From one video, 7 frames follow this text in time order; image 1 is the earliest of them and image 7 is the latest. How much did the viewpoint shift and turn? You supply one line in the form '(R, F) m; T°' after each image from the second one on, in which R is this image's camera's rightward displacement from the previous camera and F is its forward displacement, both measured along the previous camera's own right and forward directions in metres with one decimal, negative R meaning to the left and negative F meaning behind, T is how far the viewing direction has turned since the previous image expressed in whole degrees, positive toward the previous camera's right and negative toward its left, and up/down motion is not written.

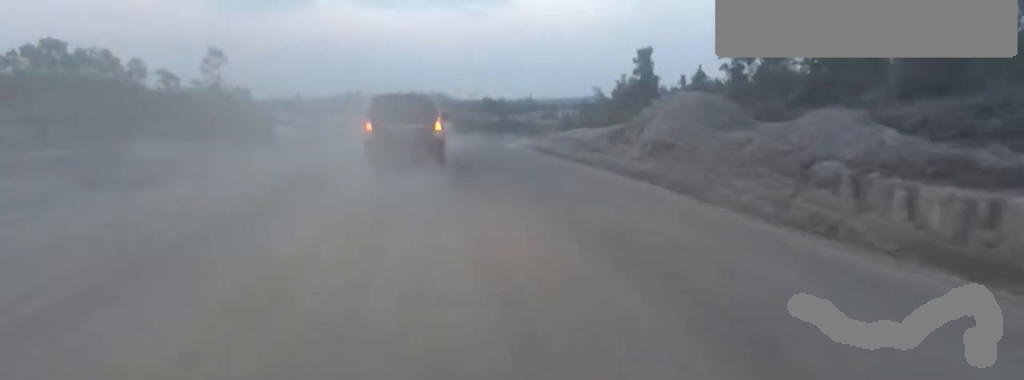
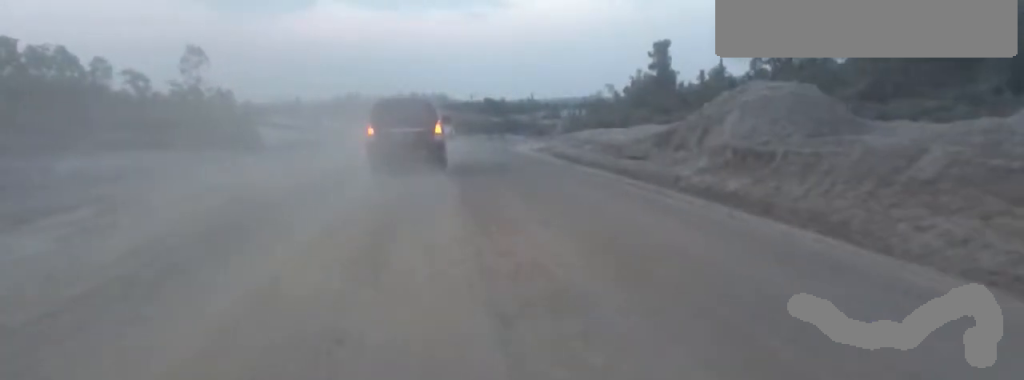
(0.0, +5.6) m; 0°
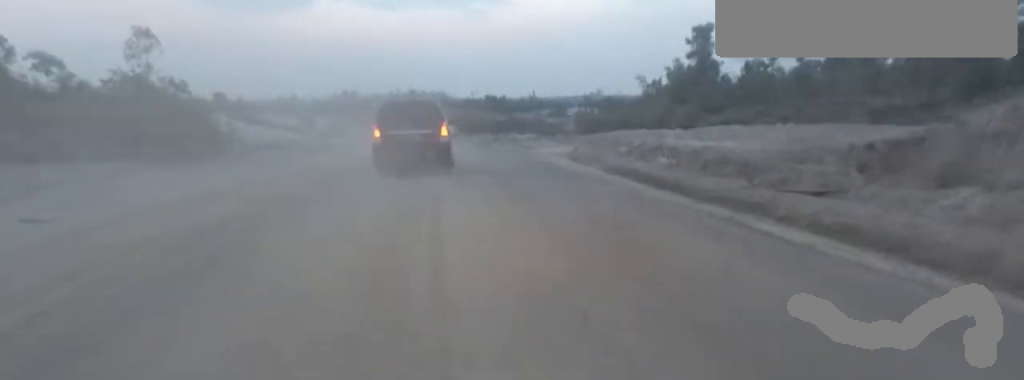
(0.0, +10.0) m; 0°
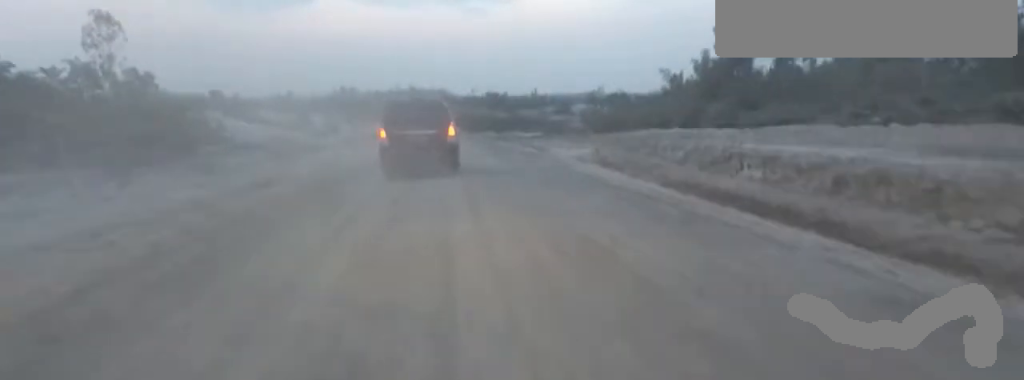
(0.0, +5.3) m; 0°
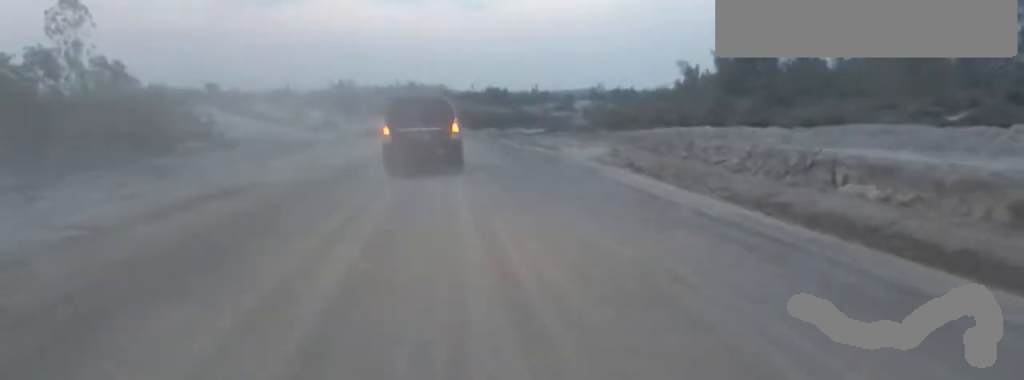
(0.0, +3.8) m; 0°
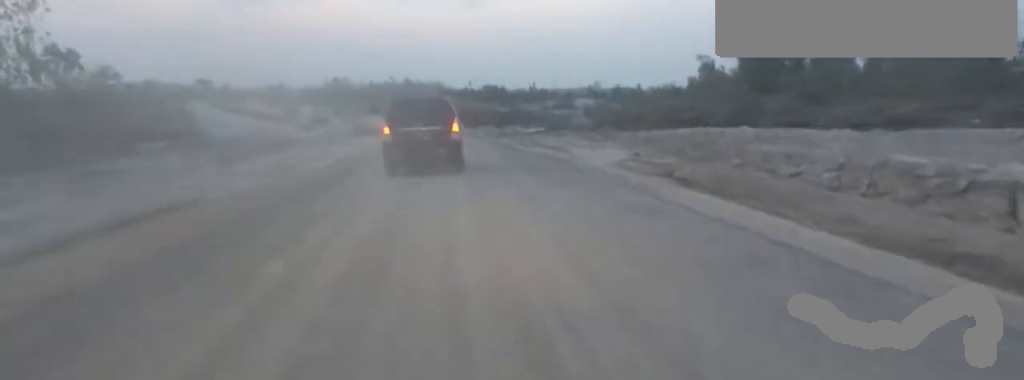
(0.0, +4.3) m; 0°
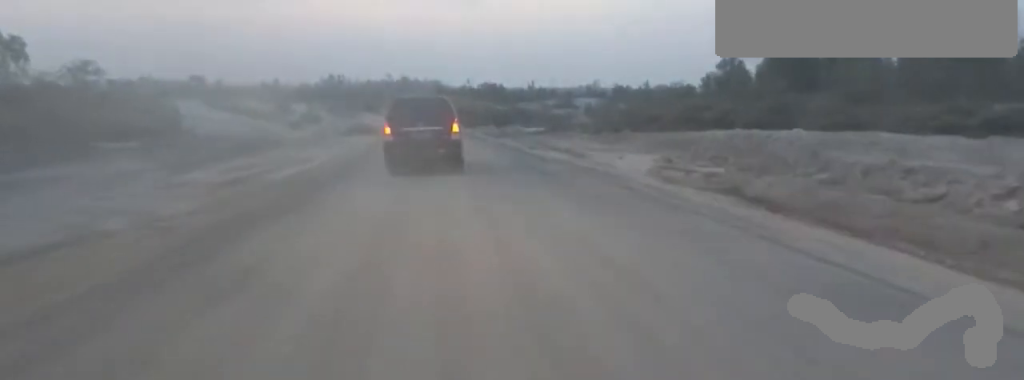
(0.0, +4.3) m; 0°
